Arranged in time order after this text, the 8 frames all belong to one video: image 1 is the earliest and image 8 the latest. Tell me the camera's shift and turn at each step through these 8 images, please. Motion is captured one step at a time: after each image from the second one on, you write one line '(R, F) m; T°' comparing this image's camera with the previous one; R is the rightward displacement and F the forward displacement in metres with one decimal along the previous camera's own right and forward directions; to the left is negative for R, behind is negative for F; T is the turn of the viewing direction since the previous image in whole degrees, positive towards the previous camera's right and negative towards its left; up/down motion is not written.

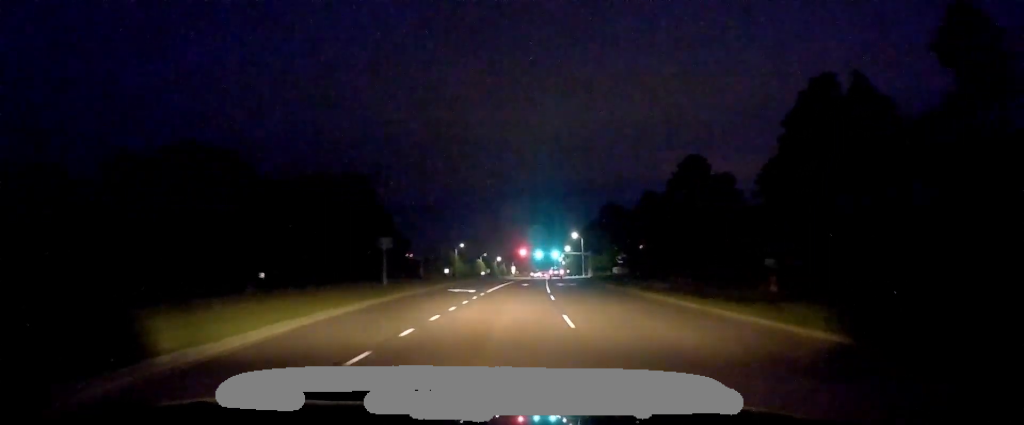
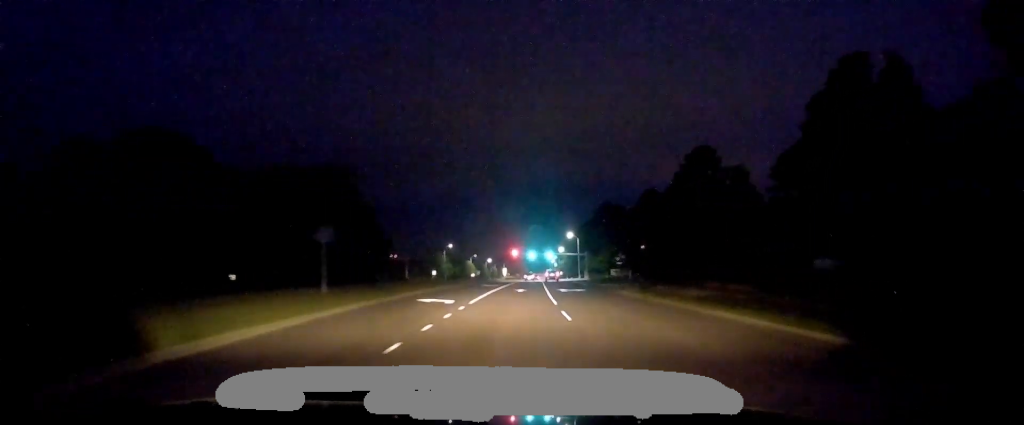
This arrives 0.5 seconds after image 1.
(-0.1, +9.5) m; +1°
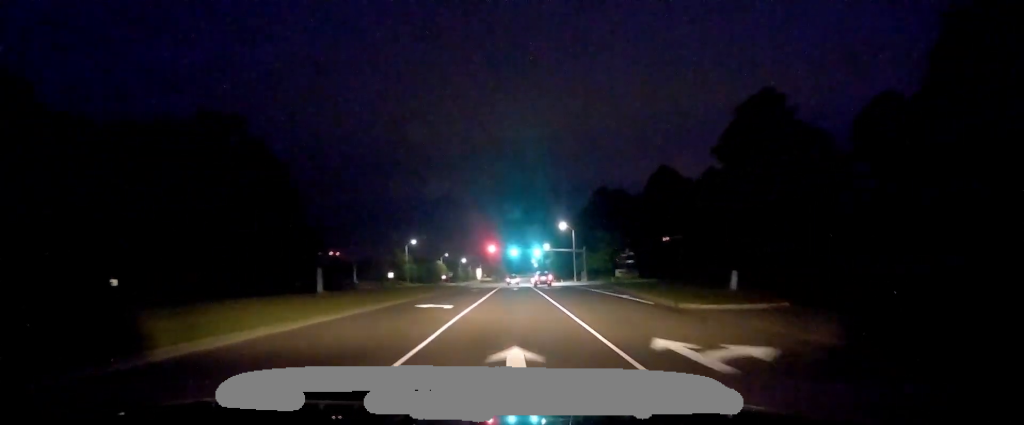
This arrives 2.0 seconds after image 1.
(+1.3, +30.5) m; +3°
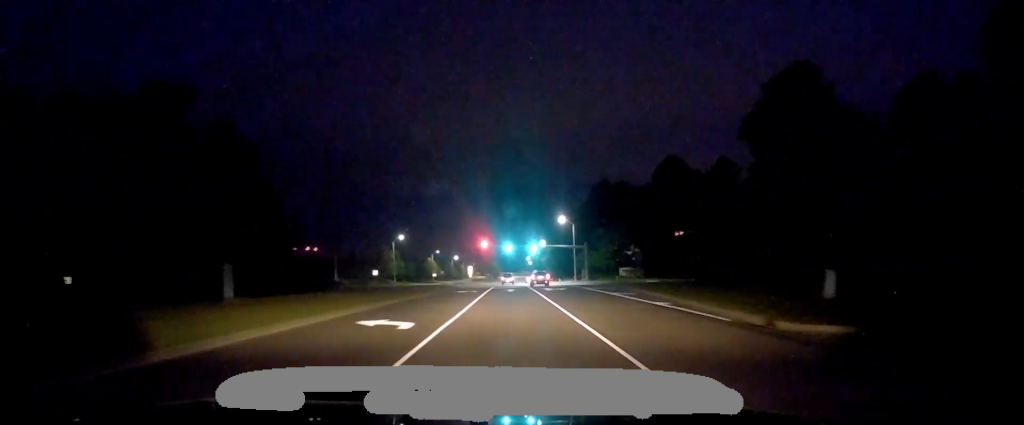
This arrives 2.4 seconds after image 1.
(0.0, +8.9) m; 0°
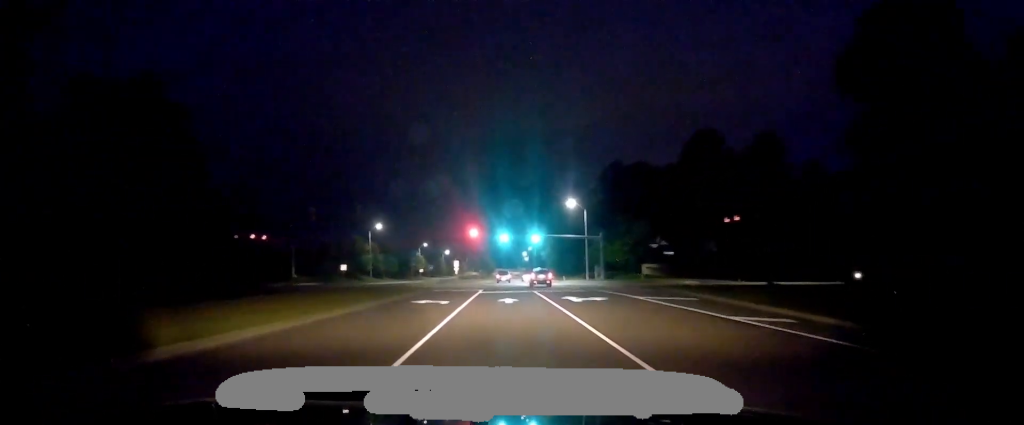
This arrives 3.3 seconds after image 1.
(0.0, +19.0) m; 0°
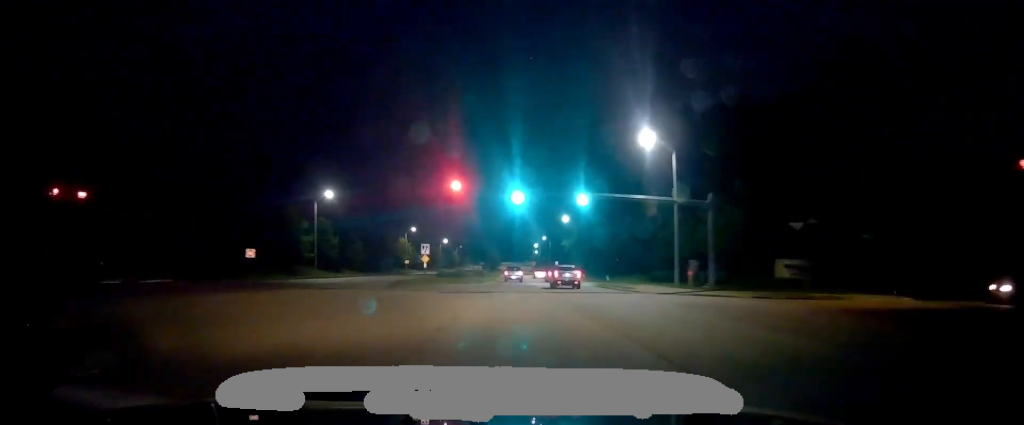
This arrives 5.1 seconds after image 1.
(0.0, +39.6) m; +1°
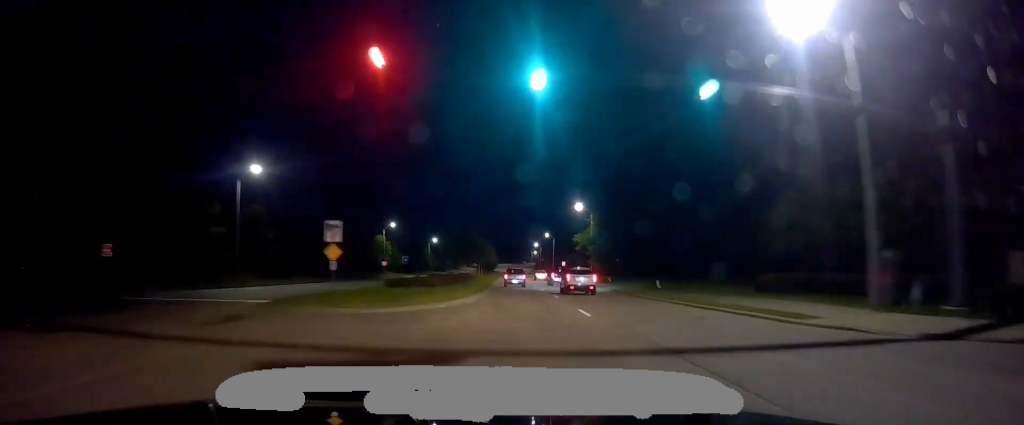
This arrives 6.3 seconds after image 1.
(+0.6, +24.0) m; +2°
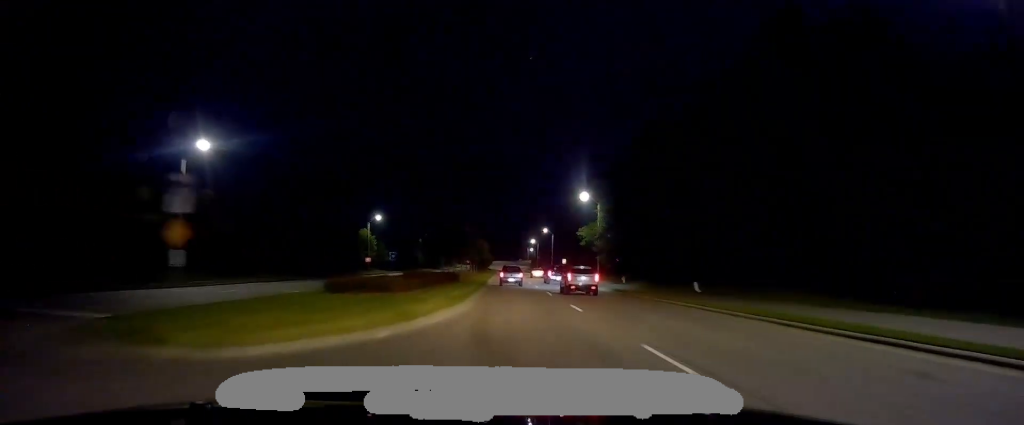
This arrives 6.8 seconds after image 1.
(+0.2, +10.4) m; 0°
